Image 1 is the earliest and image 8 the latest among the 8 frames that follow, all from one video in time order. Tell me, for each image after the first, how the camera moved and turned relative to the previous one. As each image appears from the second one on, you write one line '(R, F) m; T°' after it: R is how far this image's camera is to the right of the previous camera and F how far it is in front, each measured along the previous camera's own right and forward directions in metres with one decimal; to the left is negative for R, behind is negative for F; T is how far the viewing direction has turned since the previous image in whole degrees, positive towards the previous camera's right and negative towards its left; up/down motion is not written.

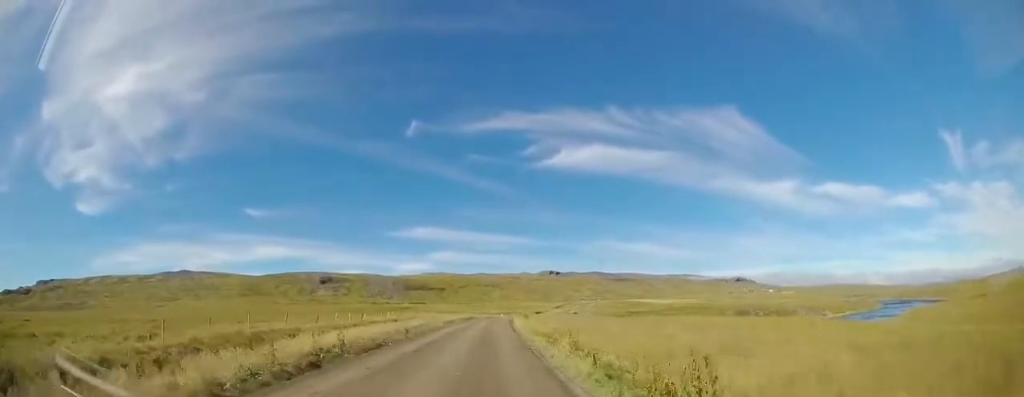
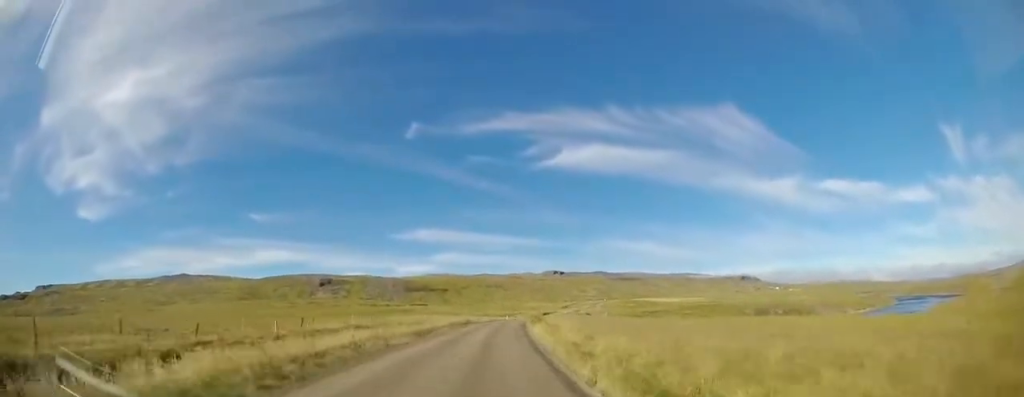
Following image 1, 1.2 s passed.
(-0.5, +15.5) m; -3°
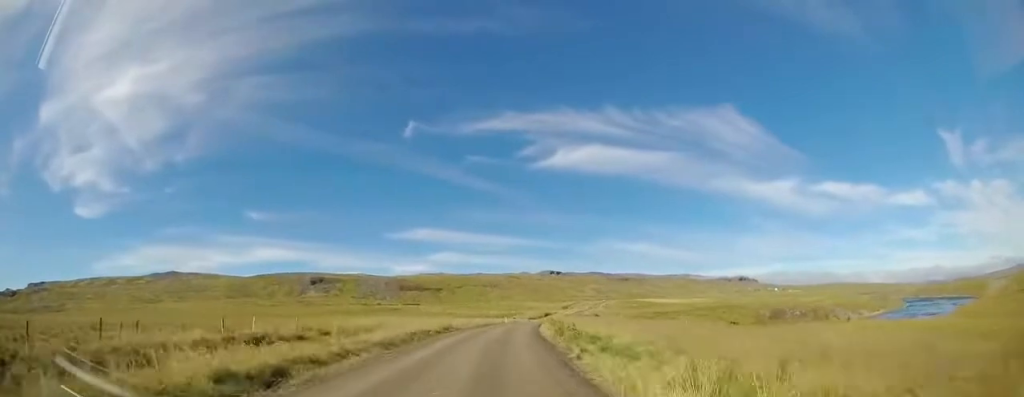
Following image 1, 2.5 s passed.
(0.0, +18.2) m; +1°
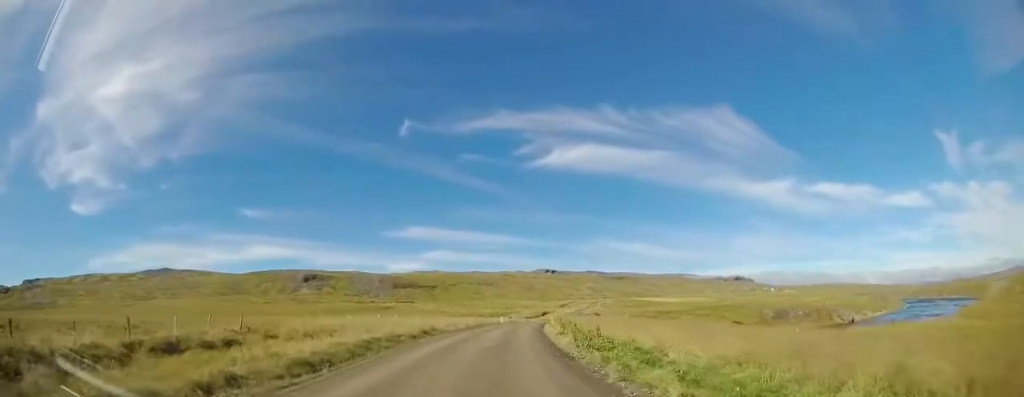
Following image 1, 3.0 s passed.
(+0.1, +6.8) m; +1°
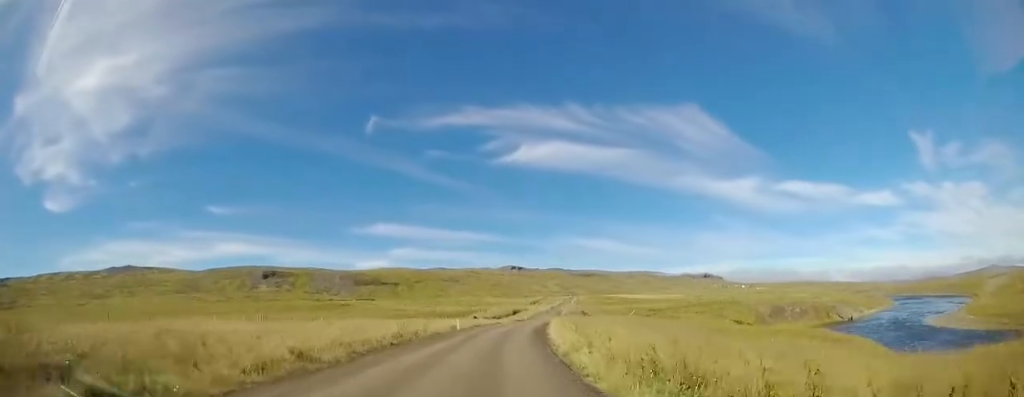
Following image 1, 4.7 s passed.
(+0.6, +22.8) m; +7°
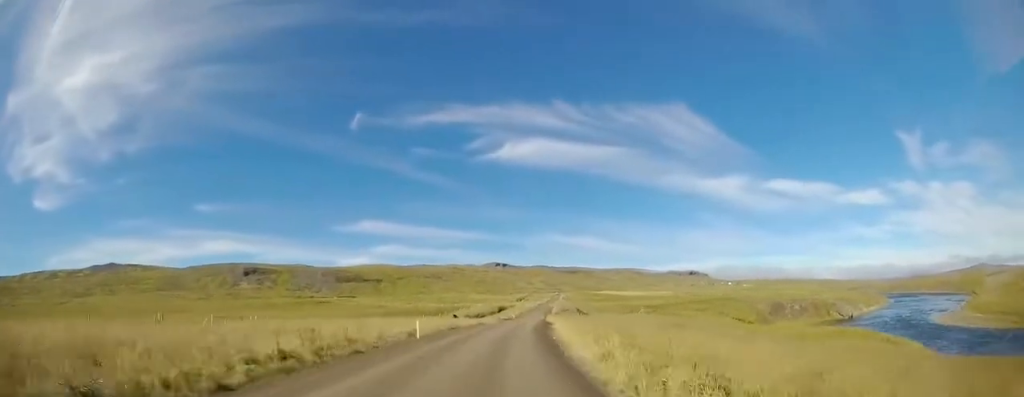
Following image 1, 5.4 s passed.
(+0.6, +10.2) m; +3°
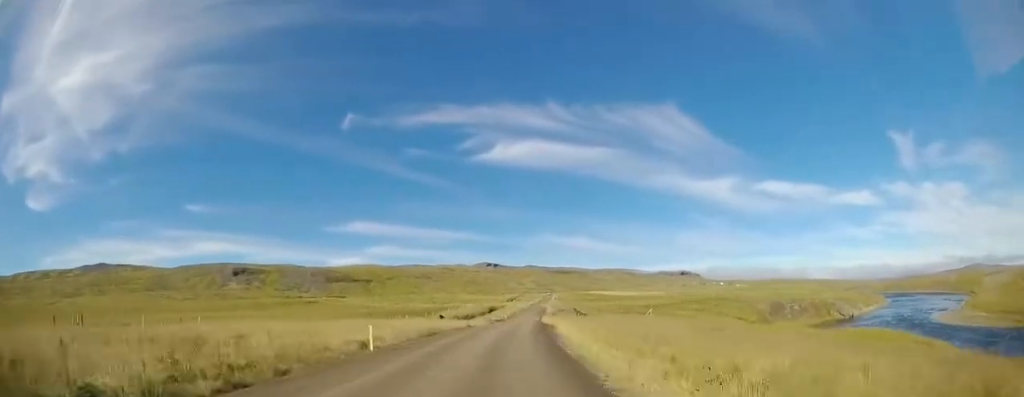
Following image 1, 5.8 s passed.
(+0.3, +6.0) m; +1°
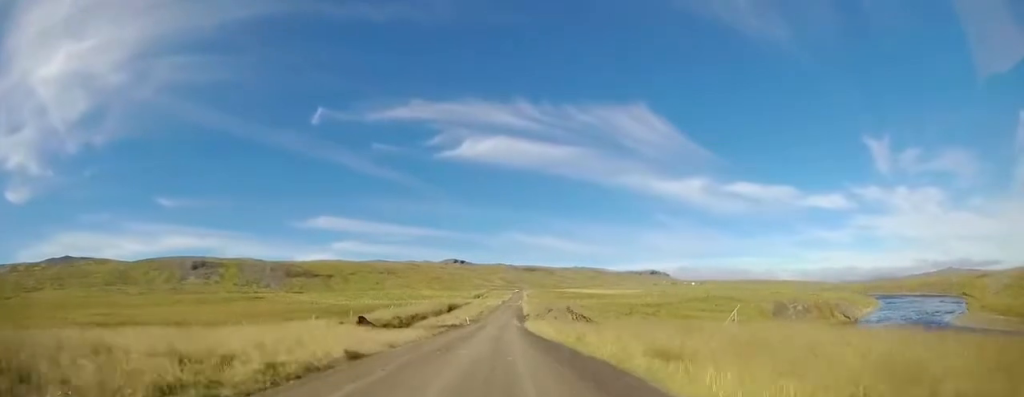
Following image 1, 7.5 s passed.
(+0.1, +23.1) m; +3°
